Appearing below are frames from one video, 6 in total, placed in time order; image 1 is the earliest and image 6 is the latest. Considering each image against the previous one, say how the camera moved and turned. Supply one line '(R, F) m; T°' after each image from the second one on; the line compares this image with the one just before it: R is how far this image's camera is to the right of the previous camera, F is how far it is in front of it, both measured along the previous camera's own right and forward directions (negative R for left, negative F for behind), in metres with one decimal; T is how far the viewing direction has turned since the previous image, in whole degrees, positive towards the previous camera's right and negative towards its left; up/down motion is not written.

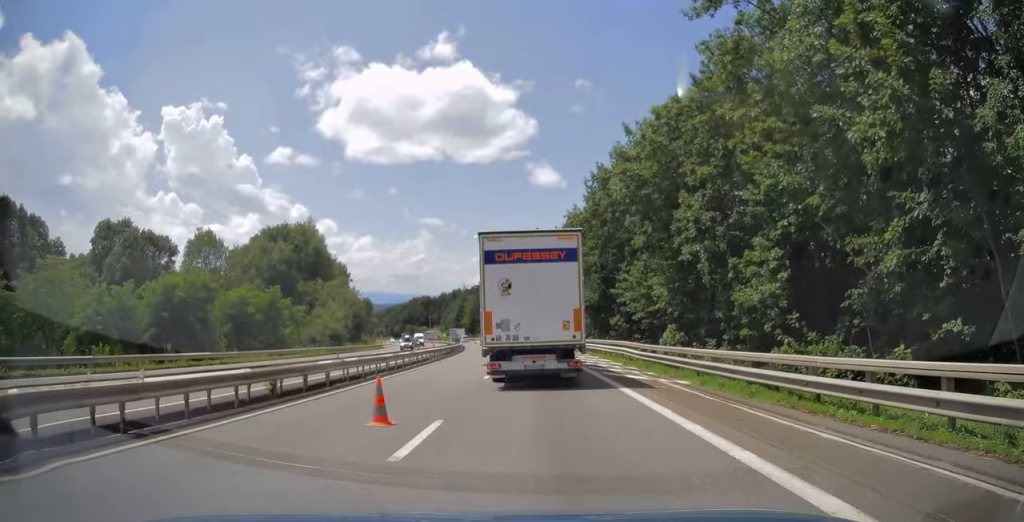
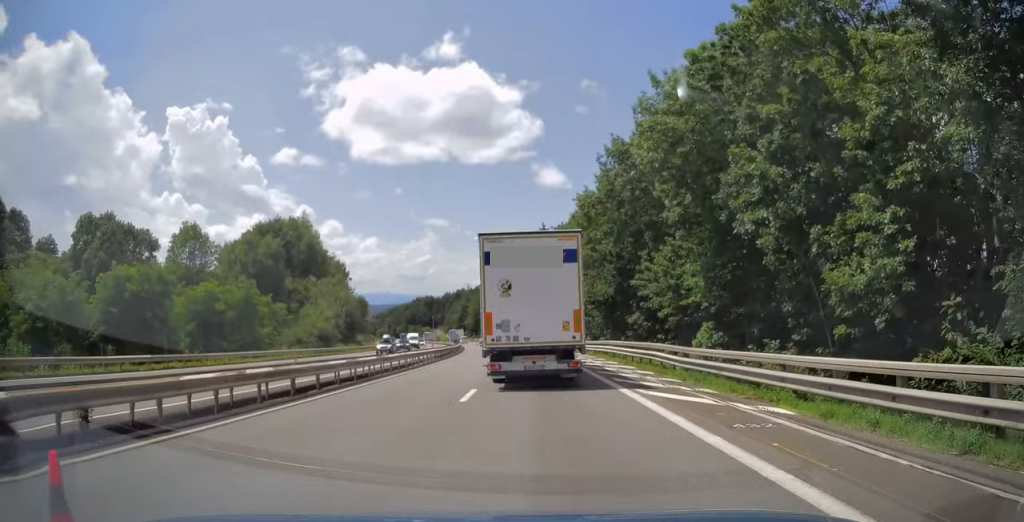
(0.0, +7.0) m; 0°
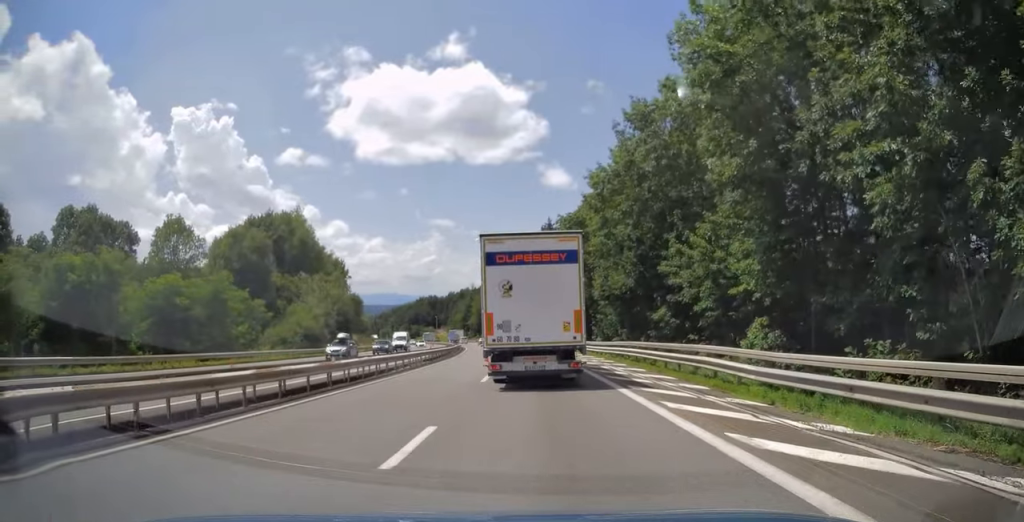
(+0.2, +6.8) m; -1°
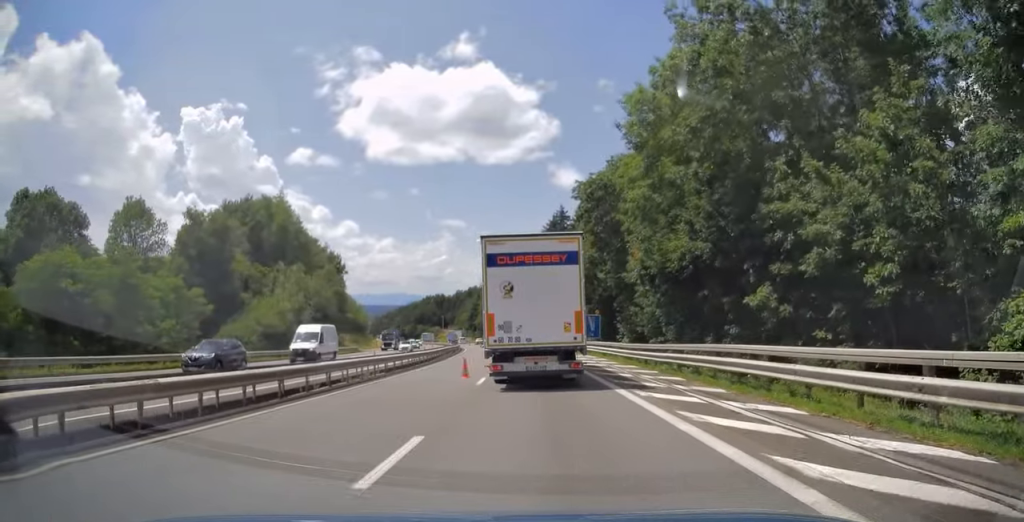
(-0.5, +13.7) m; -2°
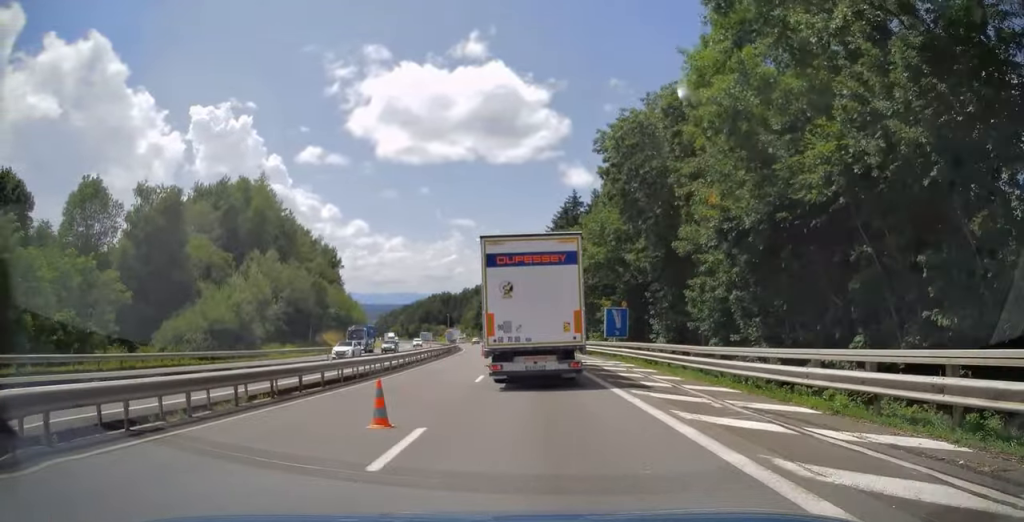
(+0.1, +12.3) m; -1°
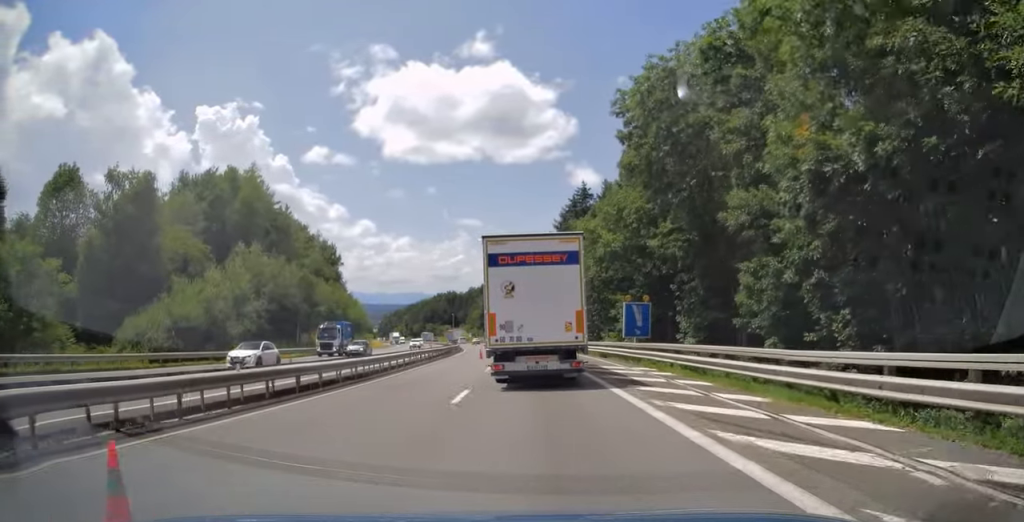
(0.0, +6.3) m; 0°
